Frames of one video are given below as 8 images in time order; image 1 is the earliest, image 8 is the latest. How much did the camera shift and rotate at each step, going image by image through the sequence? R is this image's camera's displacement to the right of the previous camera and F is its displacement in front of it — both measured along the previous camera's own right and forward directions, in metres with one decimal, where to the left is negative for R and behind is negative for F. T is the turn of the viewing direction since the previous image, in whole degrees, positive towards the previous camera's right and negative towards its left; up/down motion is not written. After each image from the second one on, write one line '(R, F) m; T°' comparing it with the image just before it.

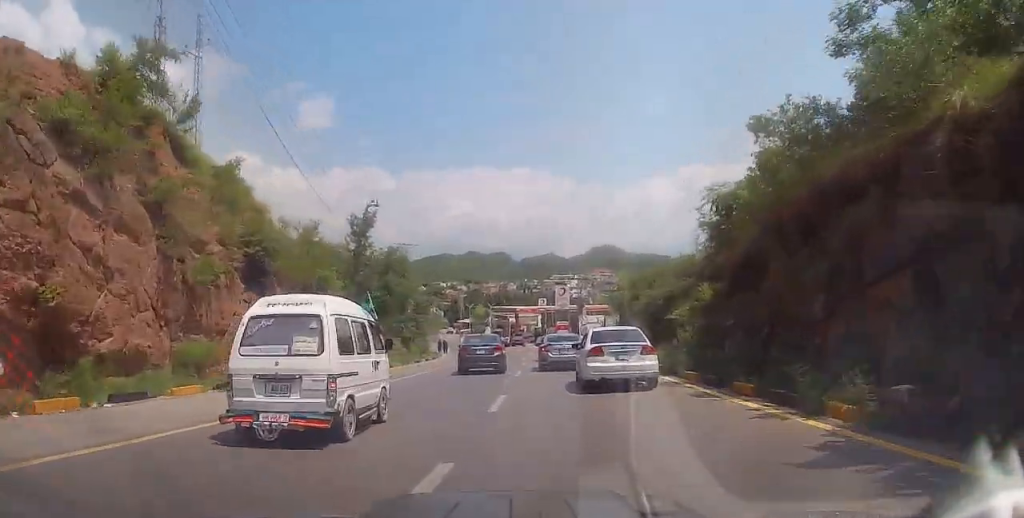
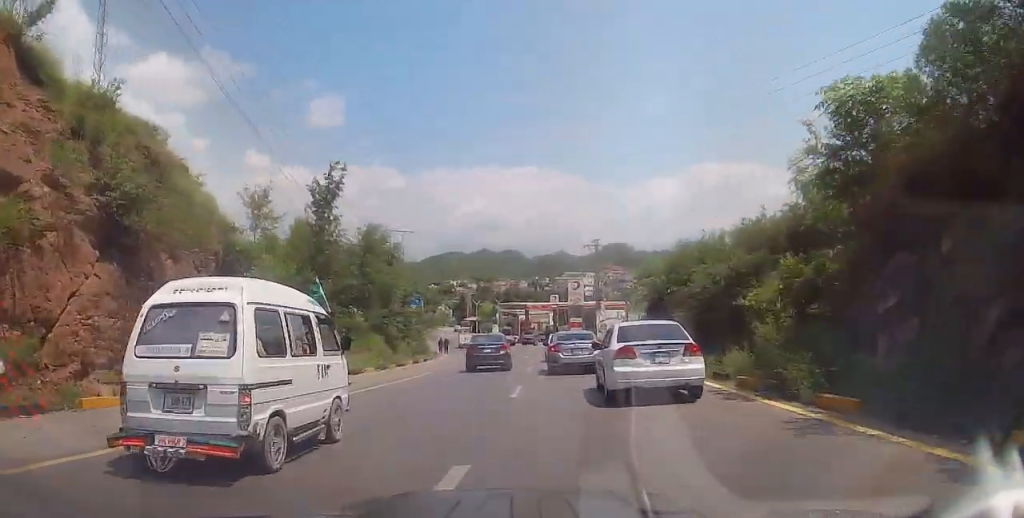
(-0.2, +8.0) m; 0°
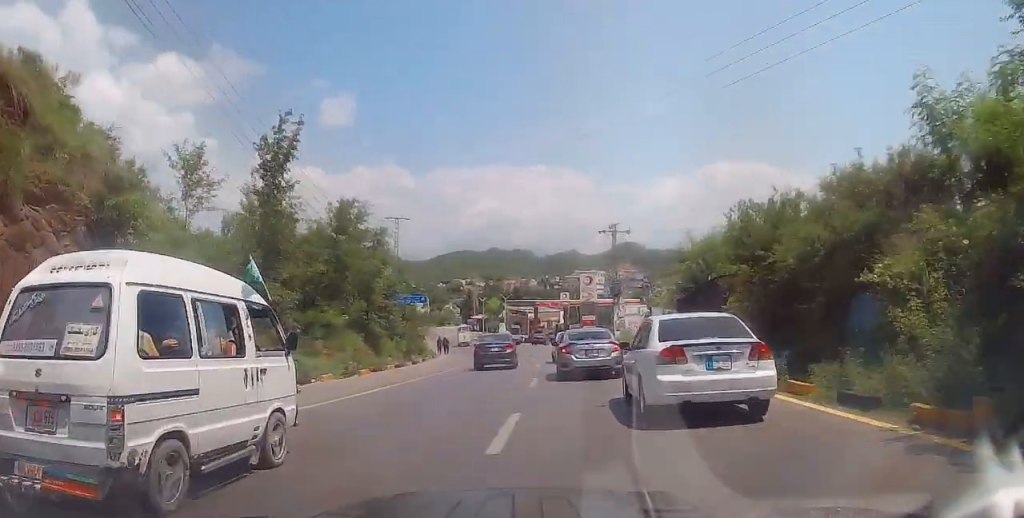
(0.0, +6.5) m; 0°
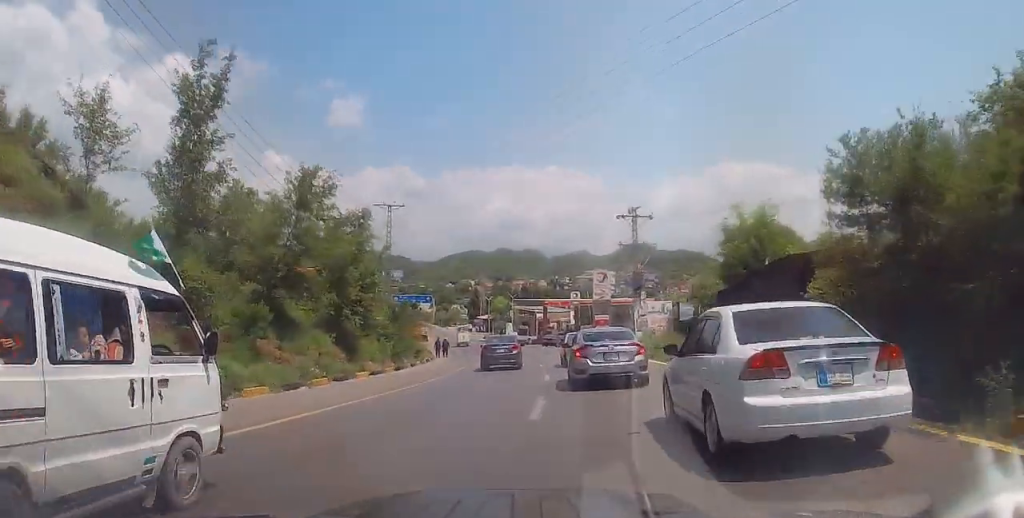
(+0.1, +6.1) m; -1°
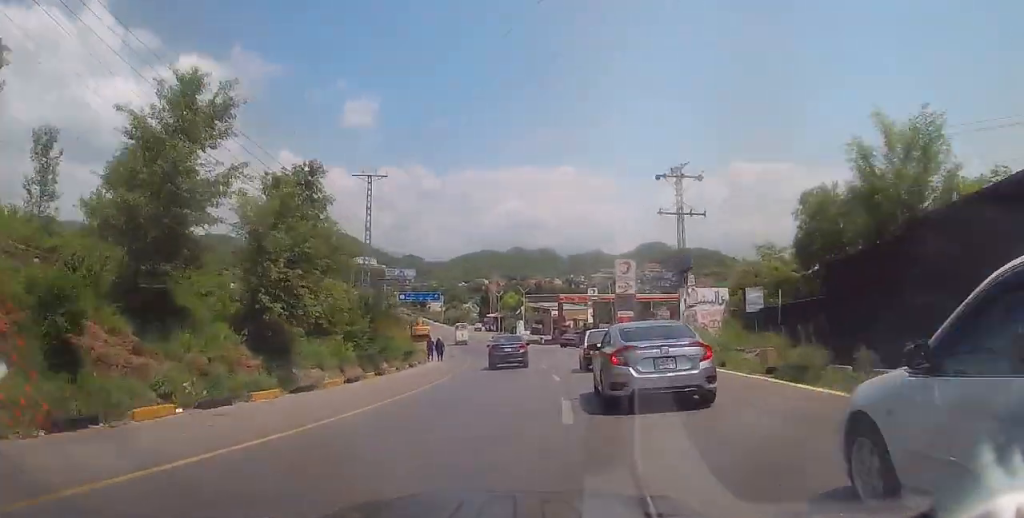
(+0.1, +9.7) m; -1°
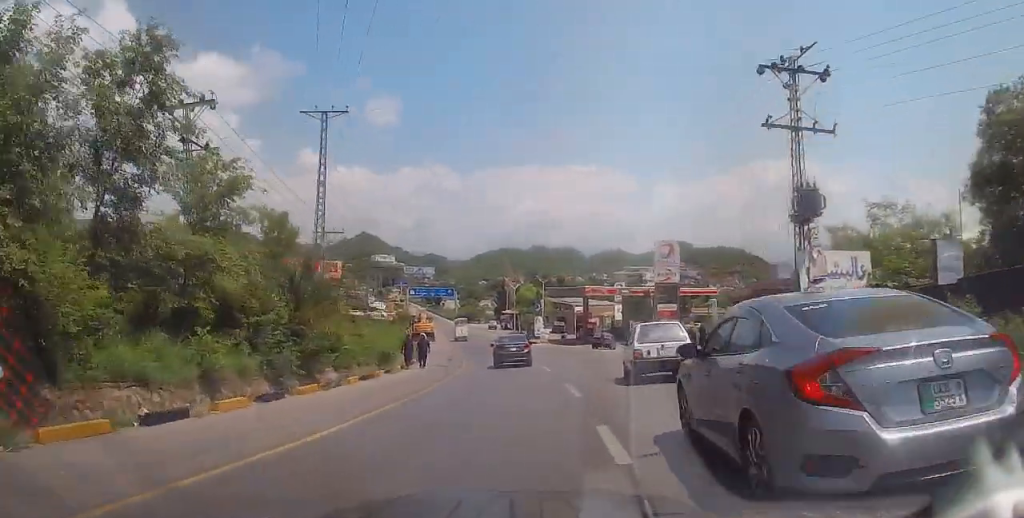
(-0.4, +12.3) m; -2°
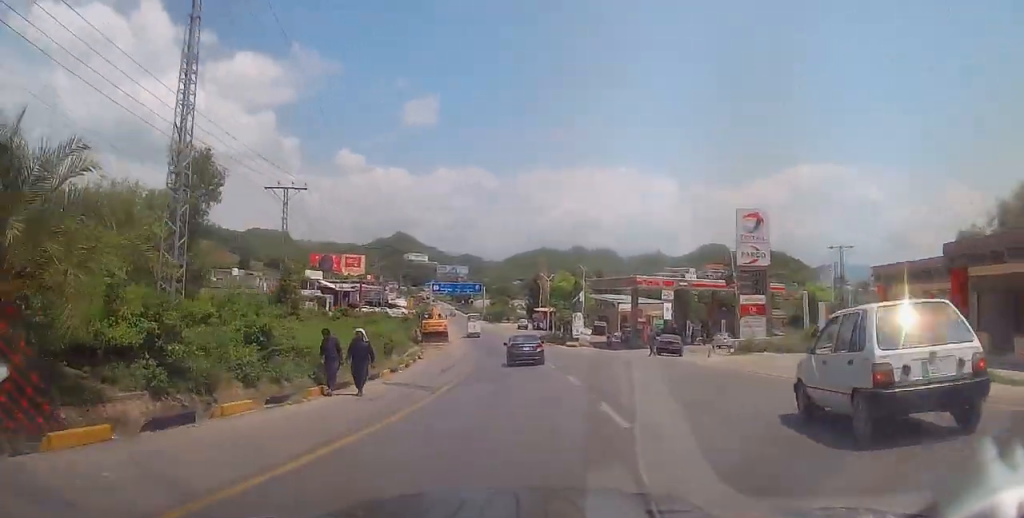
(-0.1, +14.5) m; -3°
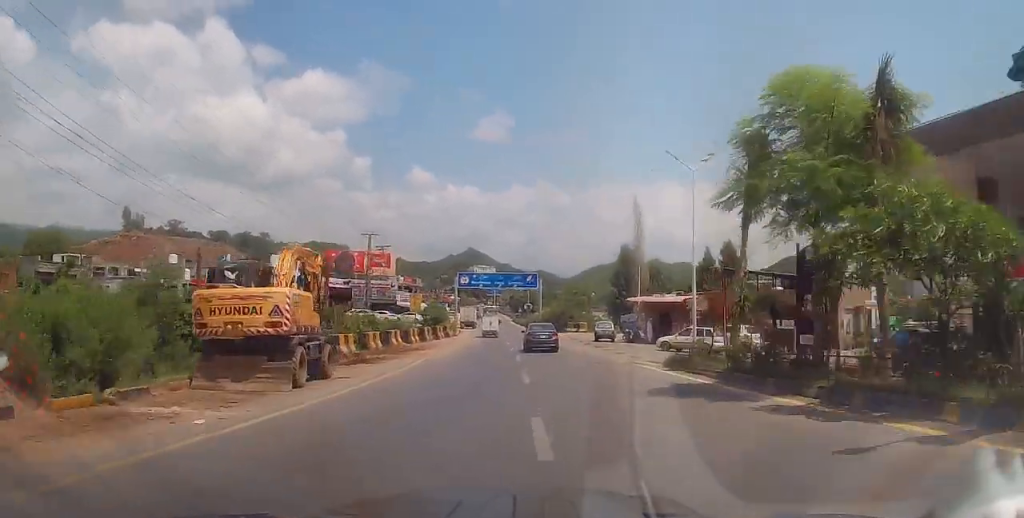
(-3.1, +47.6) m; -7°
